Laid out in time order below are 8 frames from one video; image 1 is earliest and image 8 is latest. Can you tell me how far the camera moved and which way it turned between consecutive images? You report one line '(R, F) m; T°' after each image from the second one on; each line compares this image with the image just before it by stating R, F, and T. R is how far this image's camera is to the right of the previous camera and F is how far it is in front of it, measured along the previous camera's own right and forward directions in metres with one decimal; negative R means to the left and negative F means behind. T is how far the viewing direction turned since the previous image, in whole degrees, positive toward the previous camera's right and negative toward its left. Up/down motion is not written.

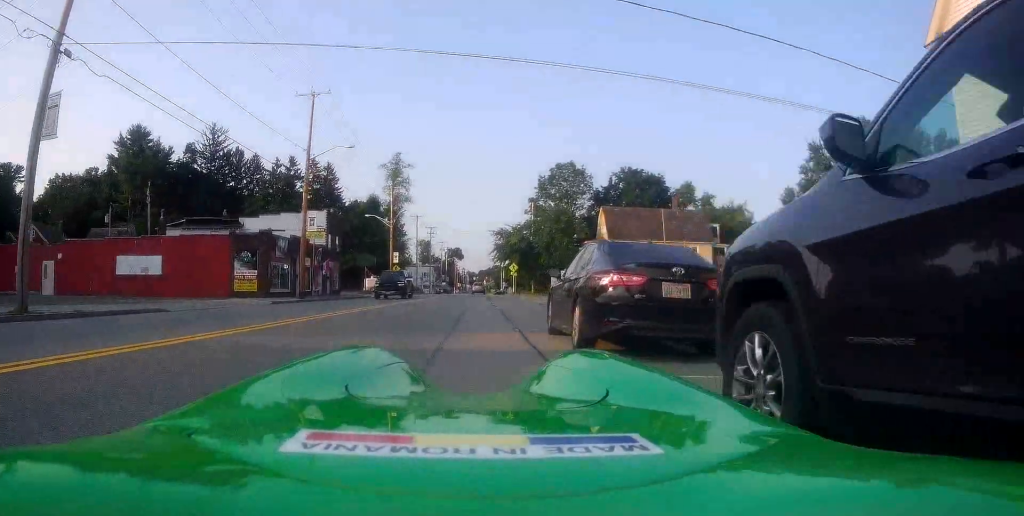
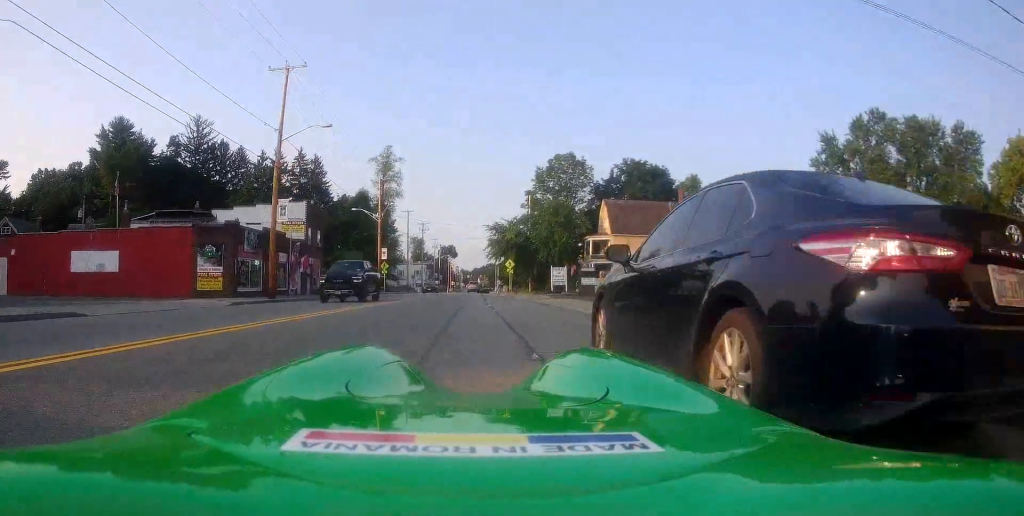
(-0.1, +4.5) m; +1°
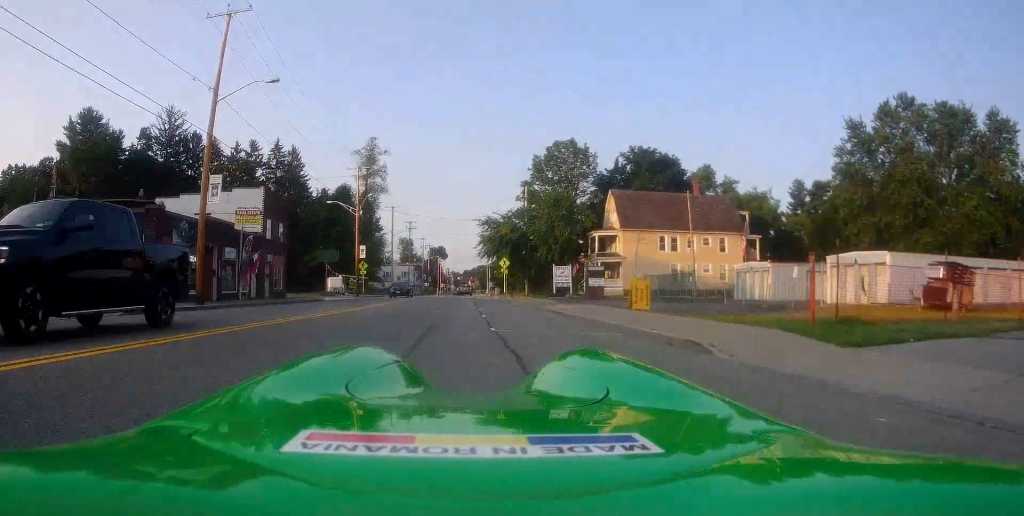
(+0.3, +8.0) m; +2°
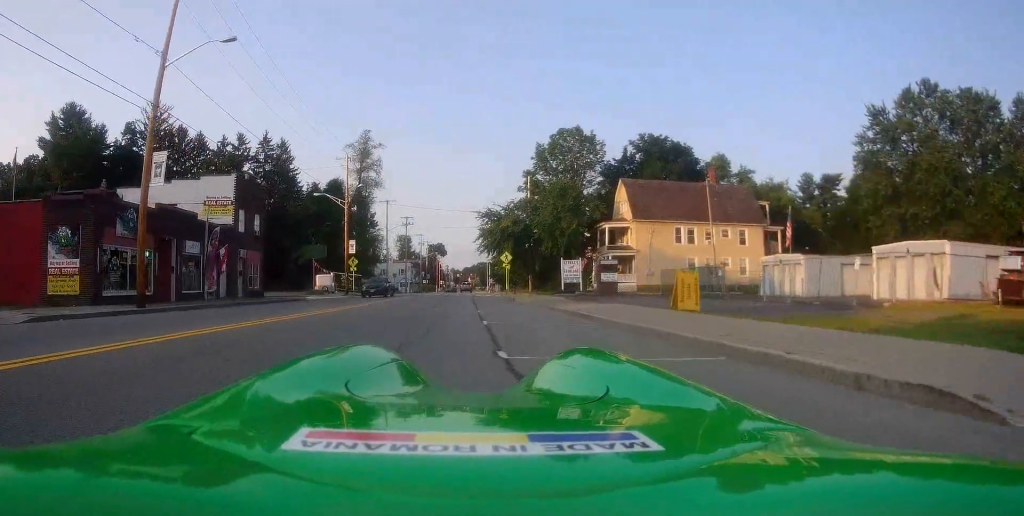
(0.0, +4.9) m; -1°
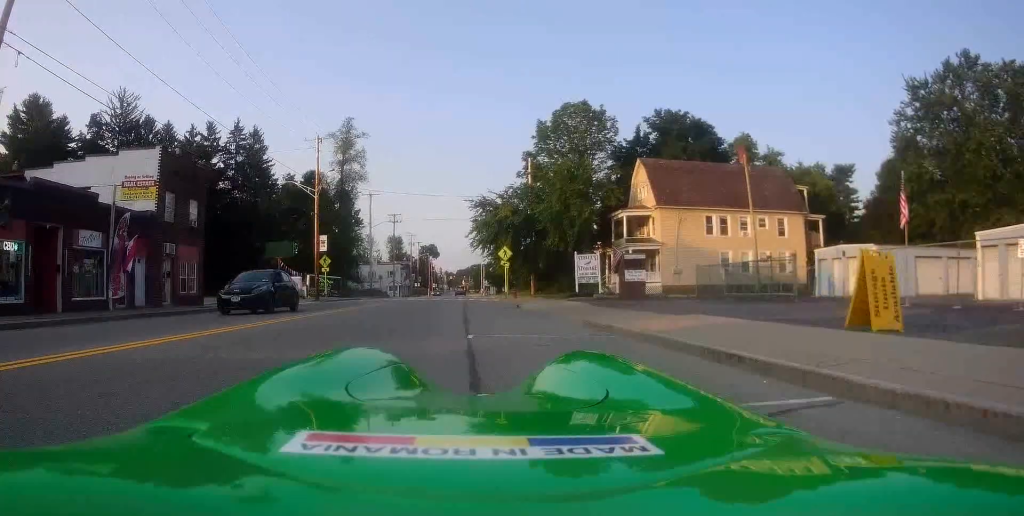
(-0.1, +8.5) m; -1°
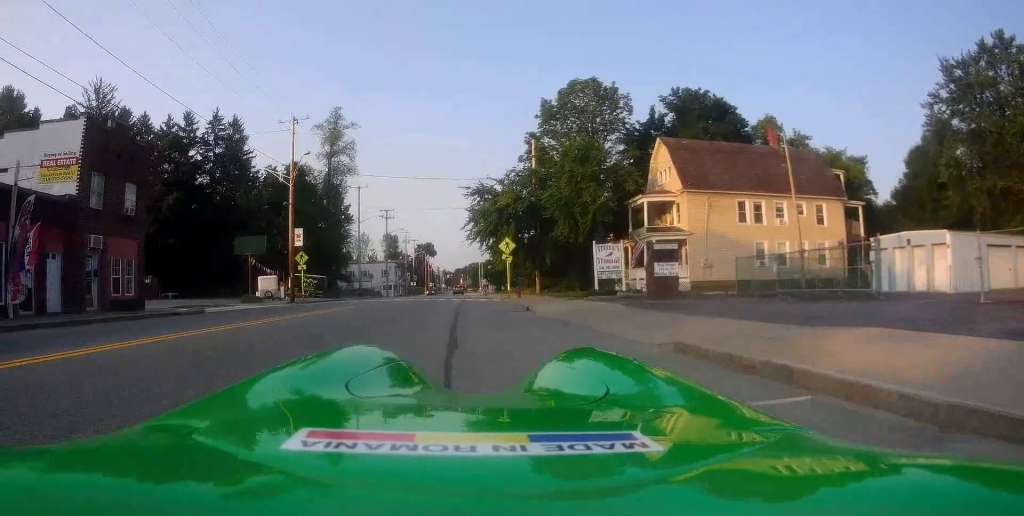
(-0.2, +6.1) m; +1°
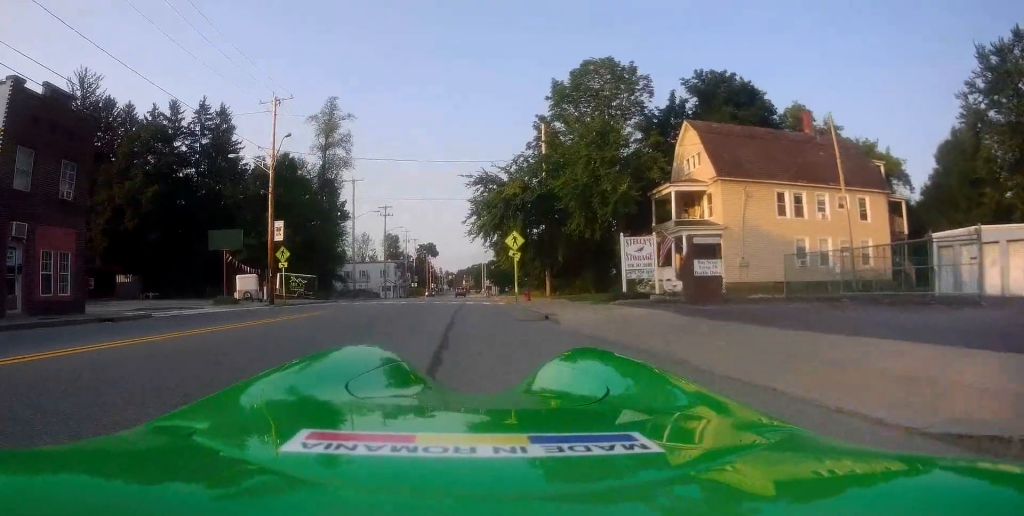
(+0.2, +4.6) m; 0°
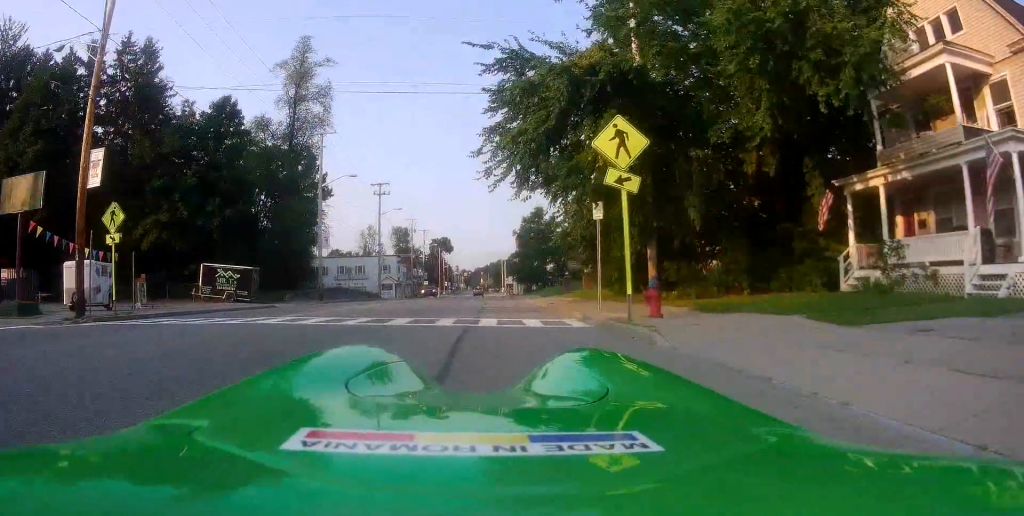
(+0.2, +20.3) m; 0°
